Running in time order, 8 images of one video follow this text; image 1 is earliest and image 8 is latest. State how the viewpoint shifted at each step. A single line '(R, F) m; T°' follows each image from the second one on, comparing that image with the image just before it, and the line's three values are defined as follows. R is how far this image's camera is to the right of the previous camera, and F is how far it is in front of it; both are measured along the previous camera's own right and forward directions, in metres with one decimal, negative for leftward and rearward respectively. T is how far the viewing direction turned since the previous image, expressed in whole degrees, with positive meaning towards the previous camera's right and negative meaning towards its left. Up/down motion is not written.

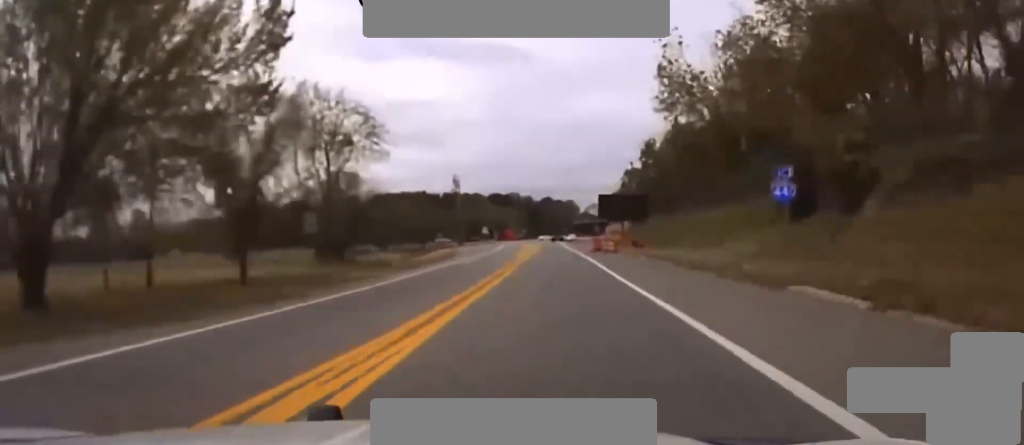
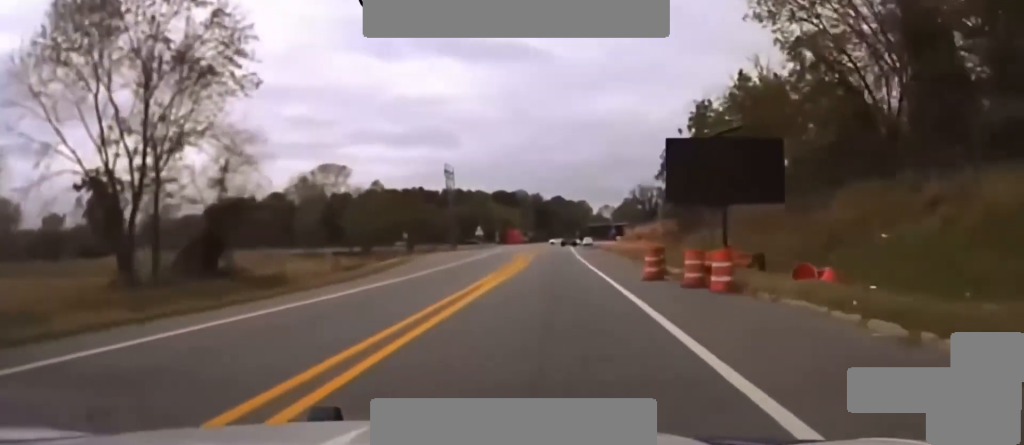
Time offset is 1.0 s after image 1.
(-0.3, +35.6) m; -1°
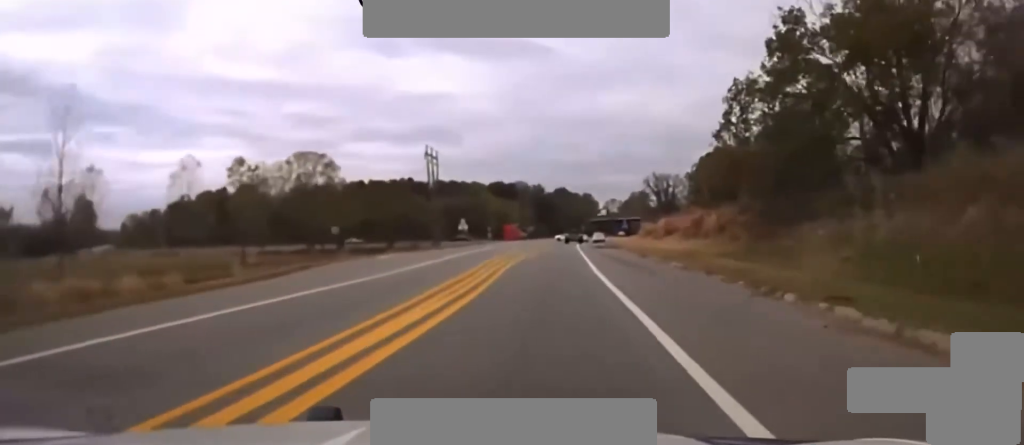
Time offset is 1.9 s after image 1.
(-0.3, +31.1) m; 0°
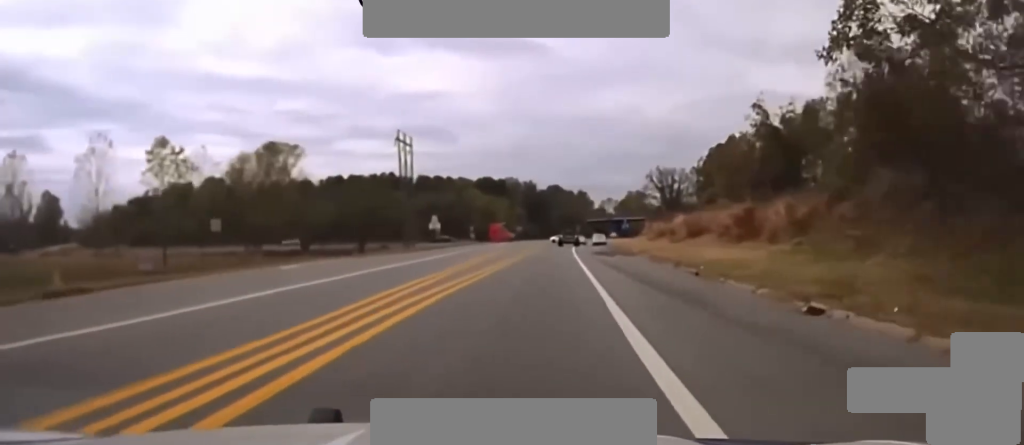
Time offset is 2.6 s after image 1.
(+0.2, +22.8) m; +1°
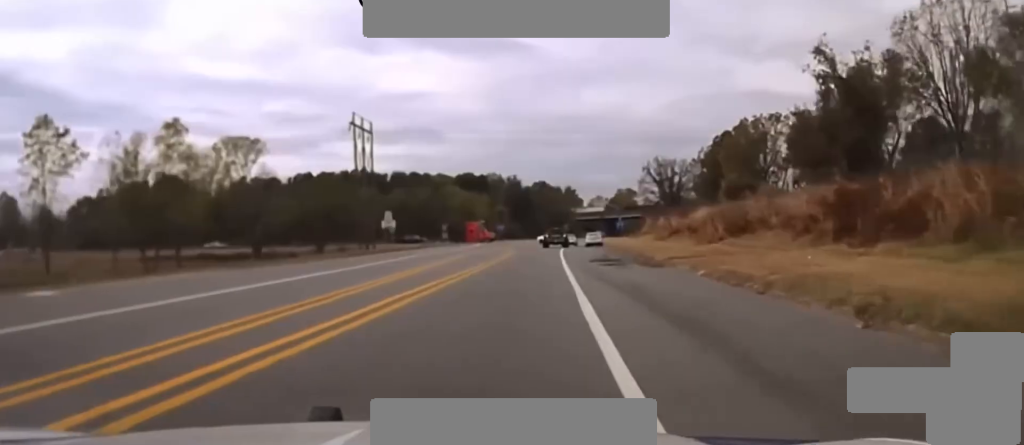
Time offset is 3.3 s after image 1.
(+0.2, +21.9) m; +1°
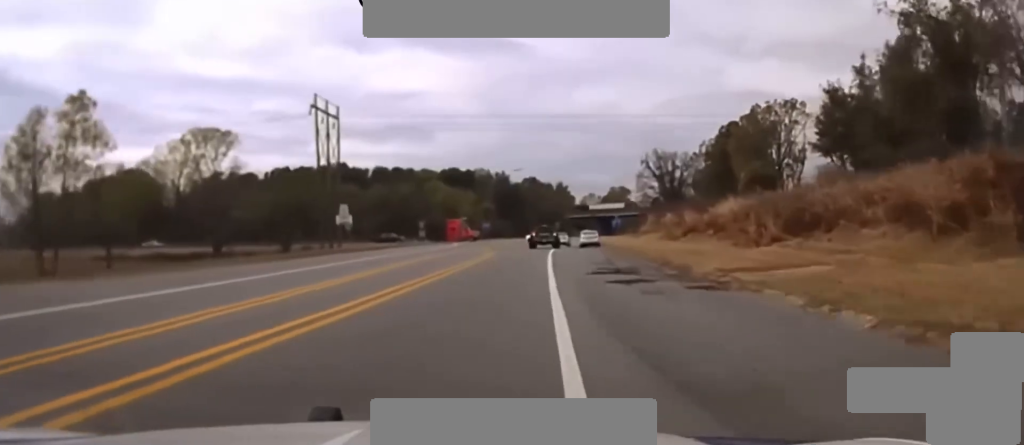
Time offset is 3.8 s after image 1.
(+0.1, +15.0) m; 0°
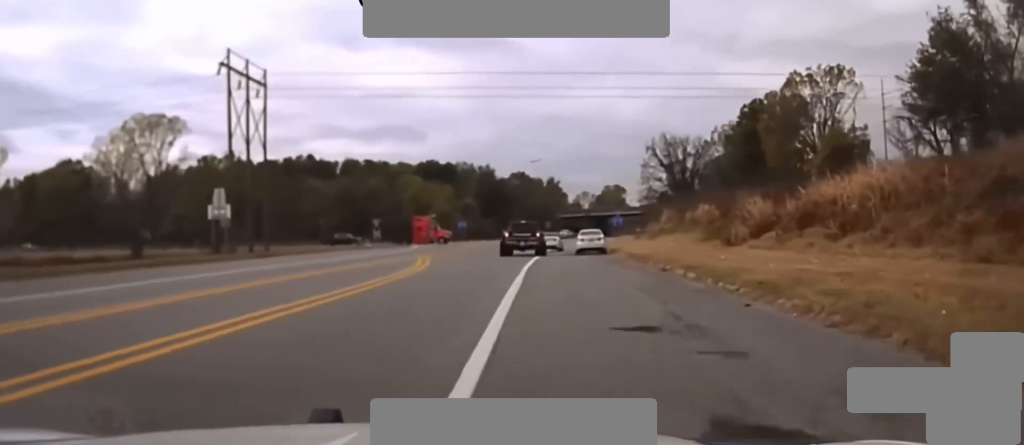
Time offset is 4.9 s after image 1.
(+0.2, +26.6) m; 0°
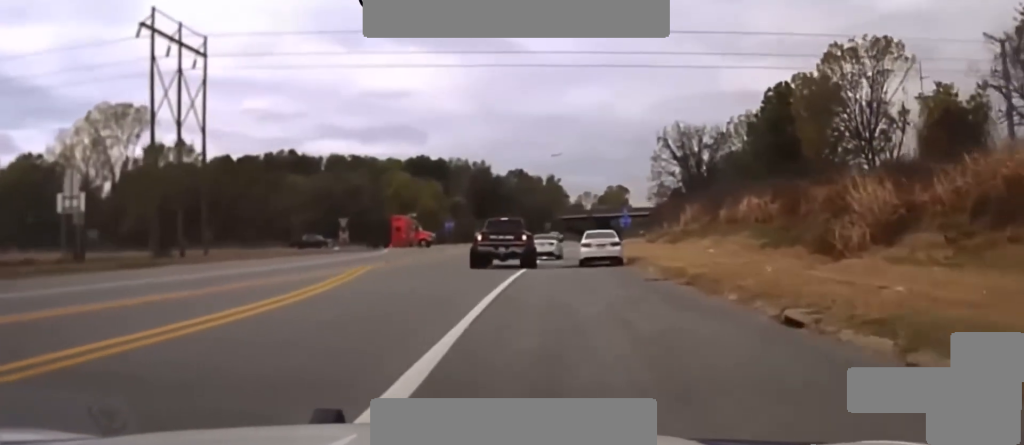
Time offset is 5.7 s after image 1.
(-0.2, +17.3) m; 0°
